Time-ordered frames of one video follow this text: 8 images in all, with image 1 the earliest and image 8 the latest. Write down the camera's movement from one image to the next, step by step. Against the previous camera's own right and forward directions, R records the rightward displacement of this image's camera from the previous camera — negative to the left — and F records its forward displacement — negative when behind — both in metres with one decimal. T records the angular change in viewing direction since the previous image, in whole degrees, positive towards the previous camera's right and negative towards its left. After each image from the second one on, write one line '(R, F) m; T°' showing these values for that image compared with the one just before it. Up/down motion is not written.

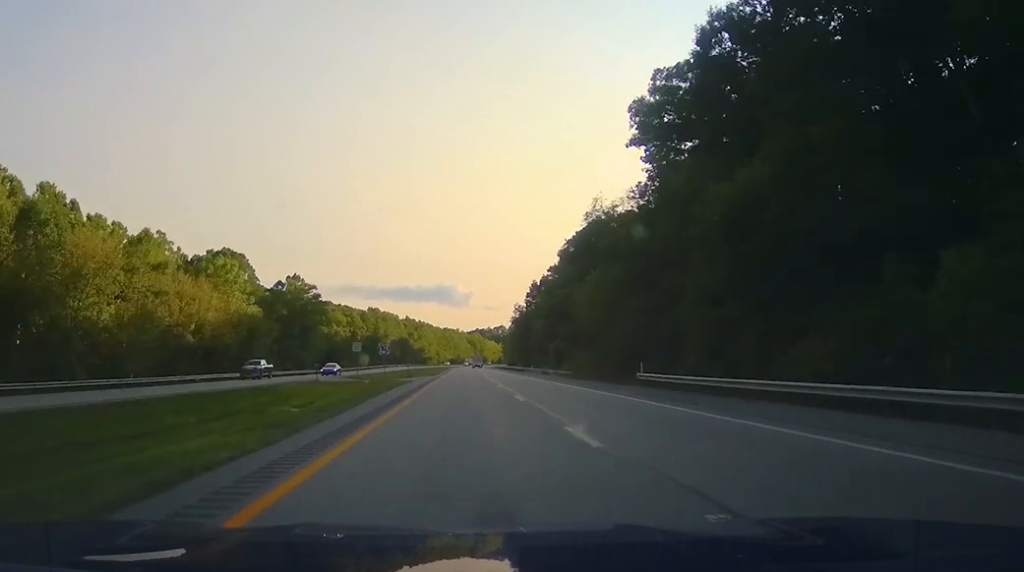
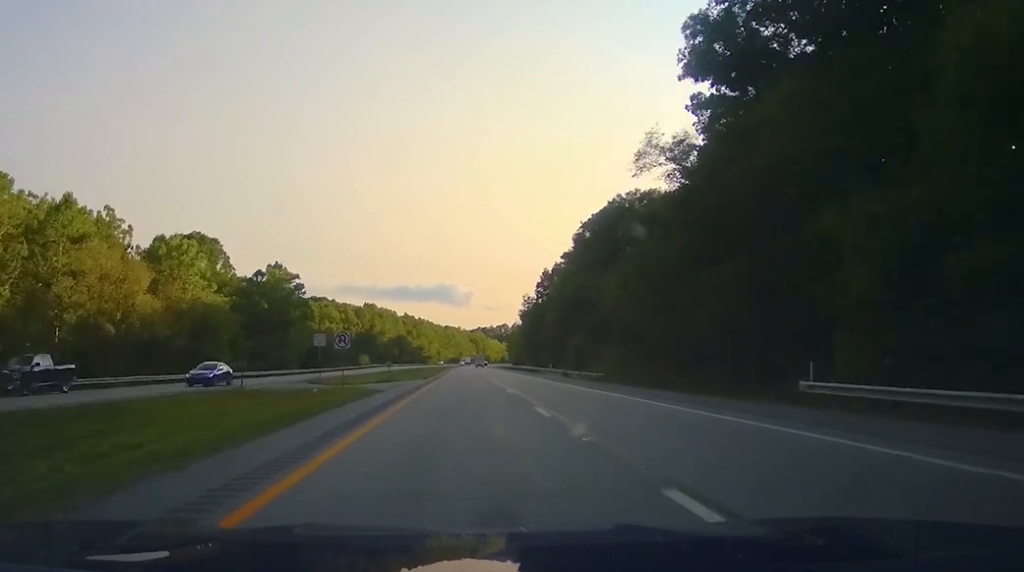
(0.0, +18.9) m; 0°
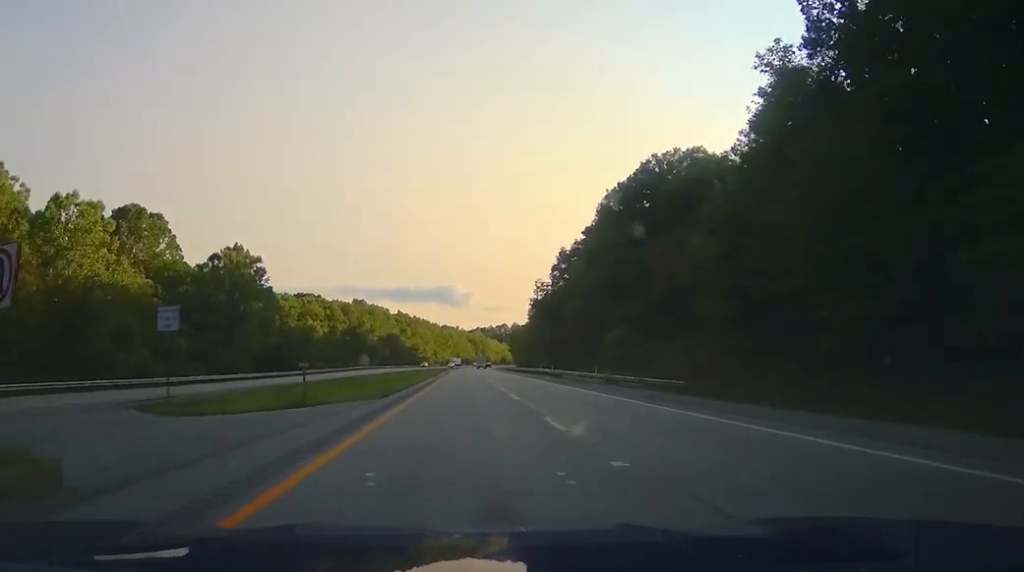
(0.0, +26.8) m; 0°
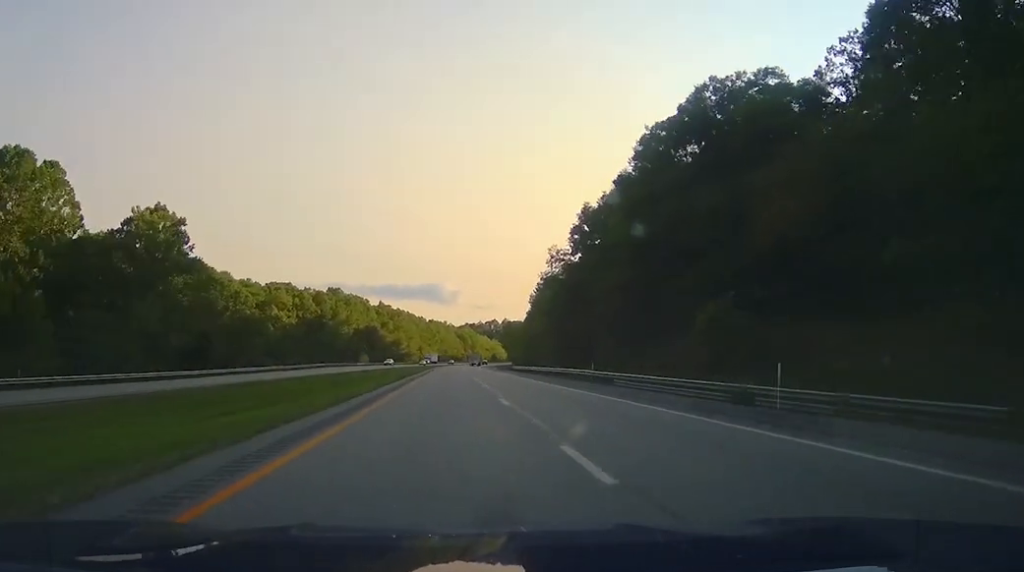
(-0.3, +30.6) m; +1°
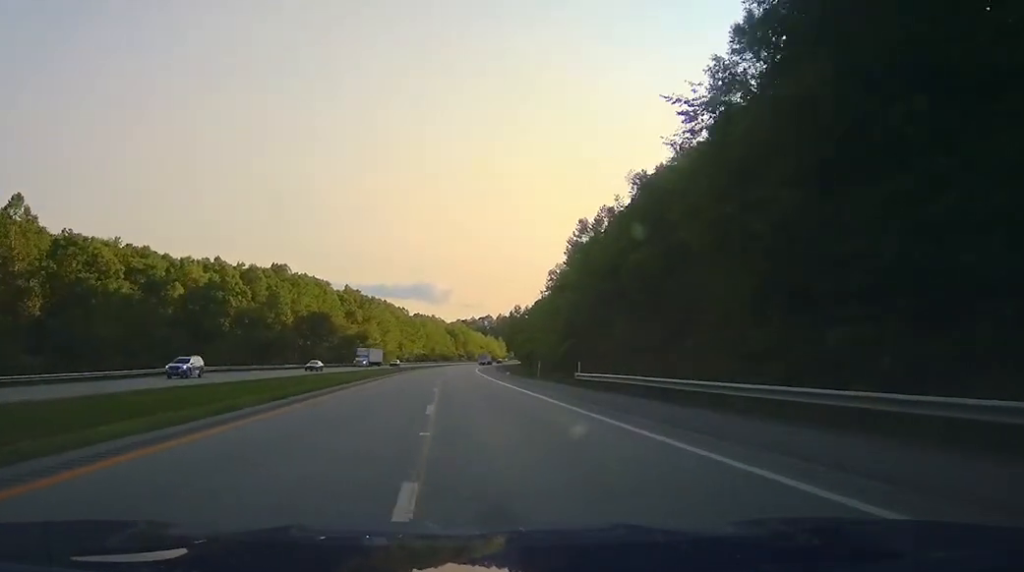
(+1.3, +64.2) m; +1°
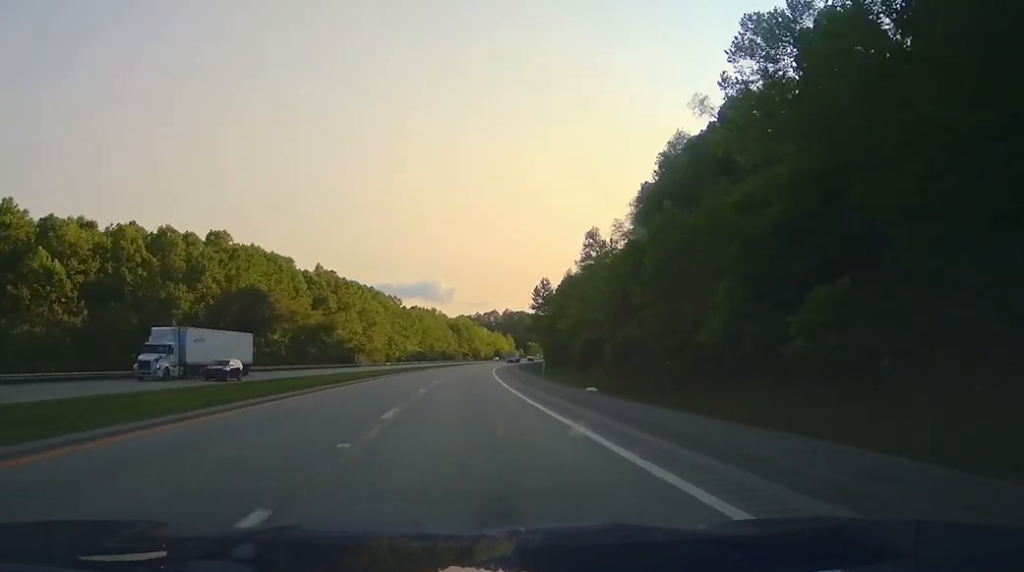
(-0.4, +50.6) m; -1°
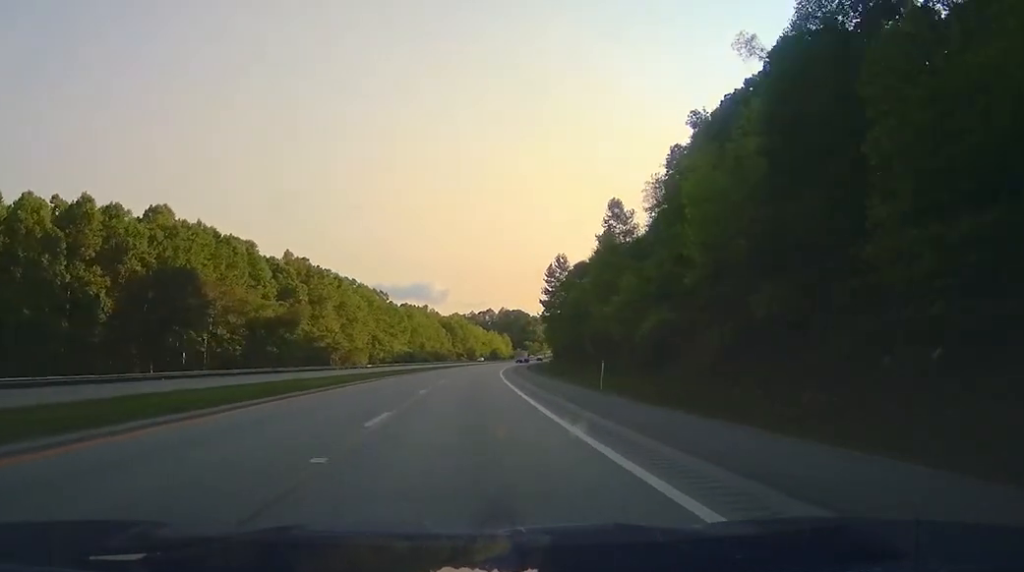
(-0.1, +26.1) m; 0°
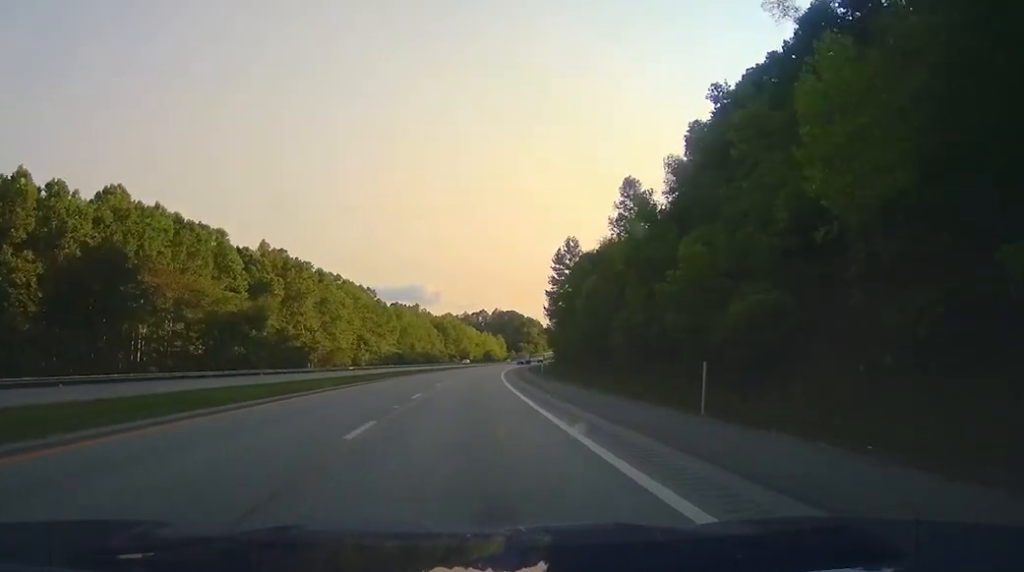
(-0.1, +14.1) m; +1°
